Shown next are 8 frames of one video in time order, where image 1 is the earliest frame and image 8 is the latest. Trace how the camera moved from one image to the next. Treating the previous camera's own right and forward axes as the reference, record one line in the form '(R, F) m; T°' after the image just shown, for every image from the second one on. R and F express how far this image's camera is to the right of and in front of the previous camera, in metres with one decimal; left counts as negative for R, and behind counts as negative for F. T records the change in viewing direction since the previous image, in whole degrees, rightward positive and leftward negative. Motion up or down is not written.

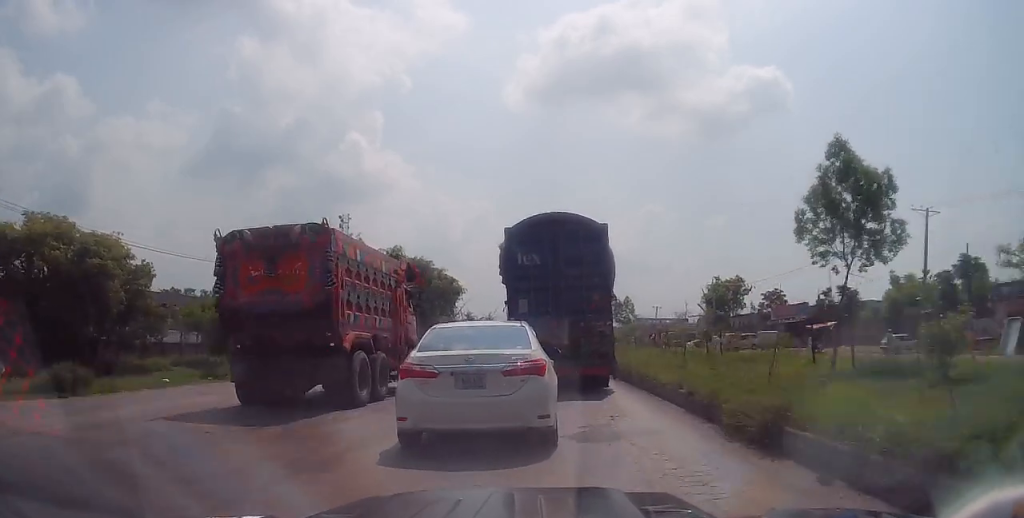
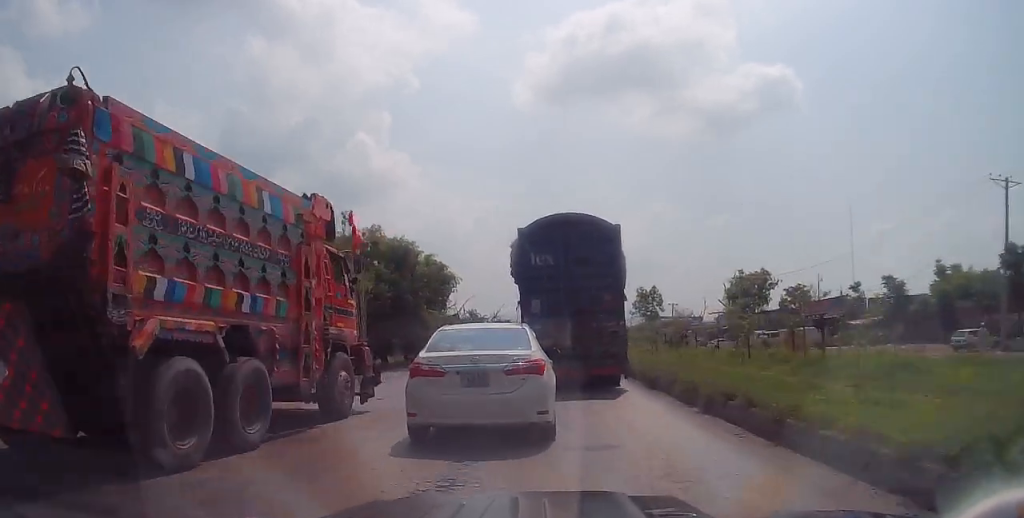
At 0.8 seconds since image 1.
(-0.2, +8.2) m; -2°
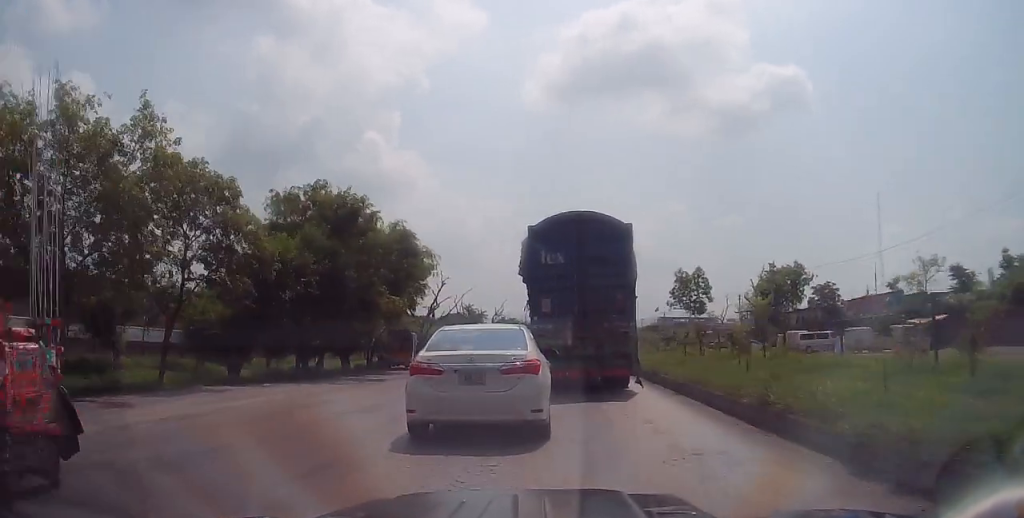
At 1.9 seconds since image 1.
(-0.2, +10.5) m; -1°
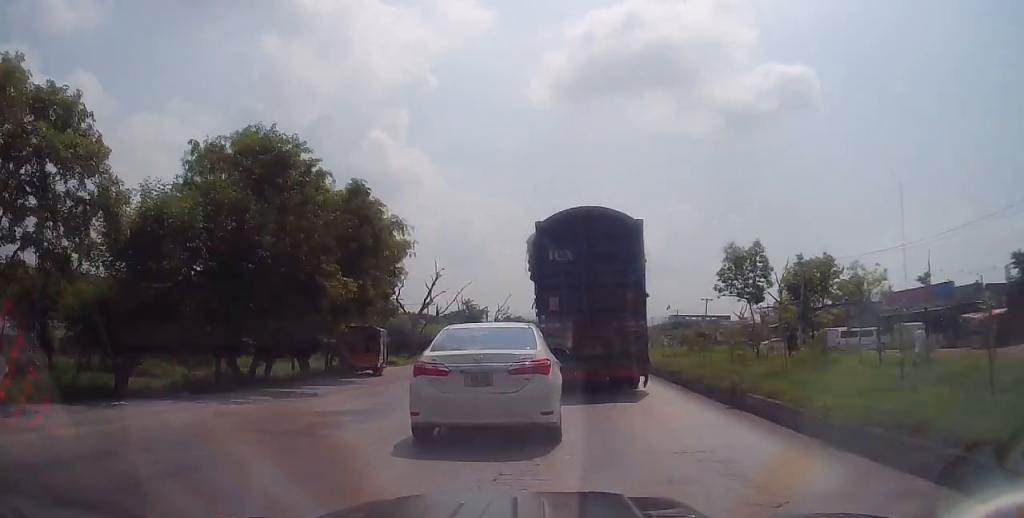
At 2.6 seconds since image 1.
(+0.1, +7.3) m; 0°
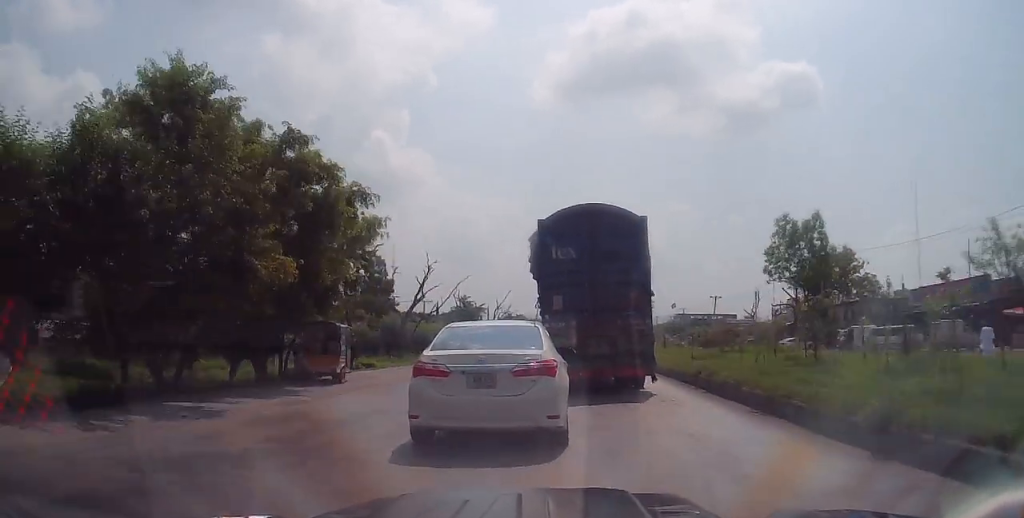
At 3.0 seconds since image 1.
(-0.2, +4.8) m; 0°
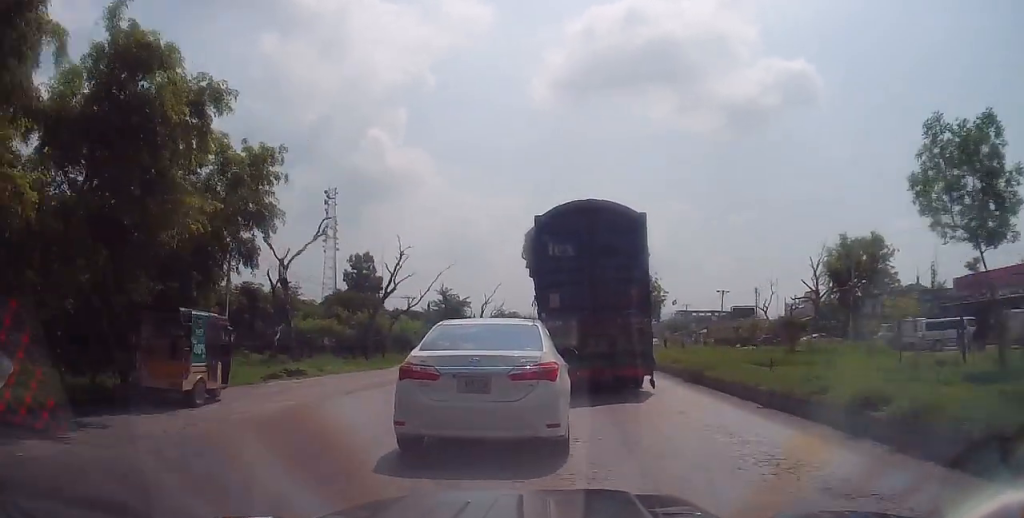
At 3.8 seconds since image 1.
(+0.1, +8.1) m; +2°
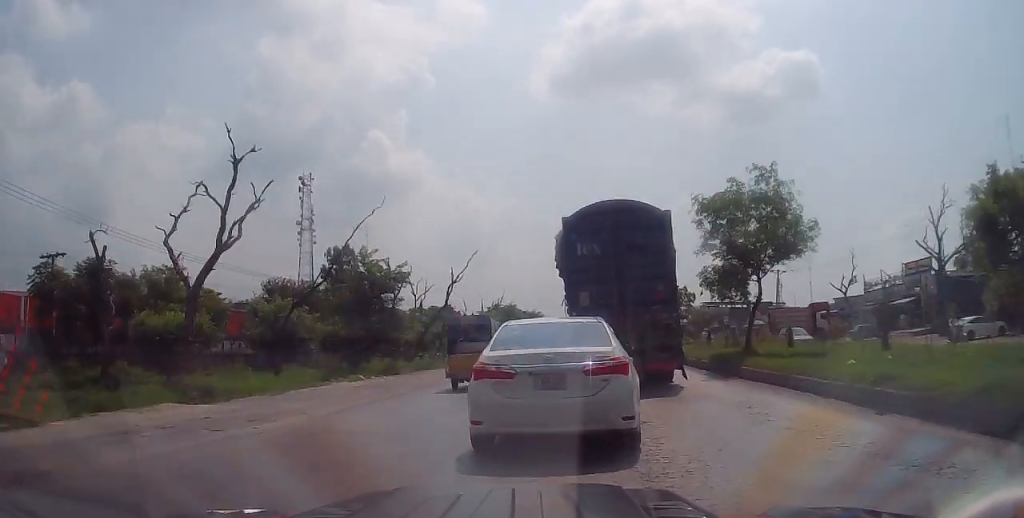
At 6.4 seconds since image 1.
(-0.9, +24.5) m; -6°
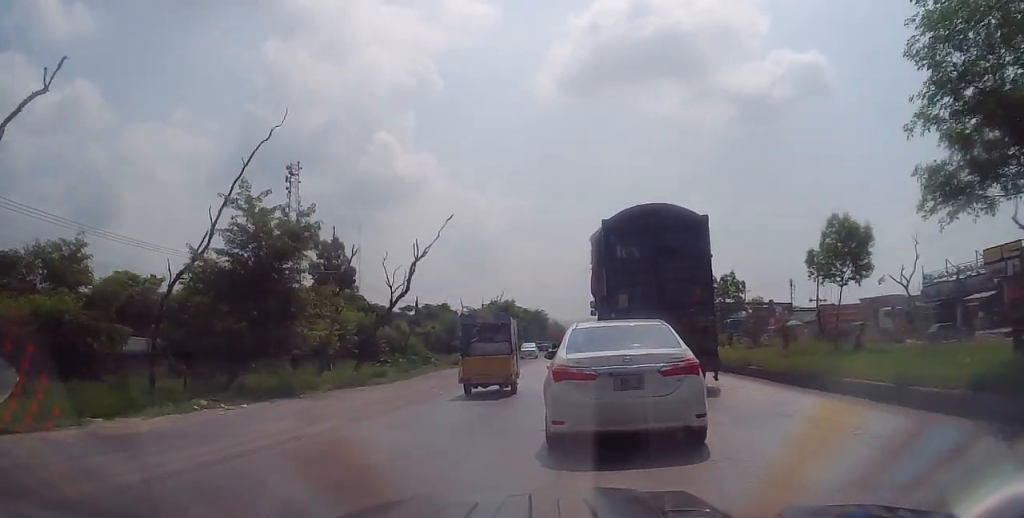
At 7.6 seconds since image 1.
(+0.7, +12.2) m; +7°
